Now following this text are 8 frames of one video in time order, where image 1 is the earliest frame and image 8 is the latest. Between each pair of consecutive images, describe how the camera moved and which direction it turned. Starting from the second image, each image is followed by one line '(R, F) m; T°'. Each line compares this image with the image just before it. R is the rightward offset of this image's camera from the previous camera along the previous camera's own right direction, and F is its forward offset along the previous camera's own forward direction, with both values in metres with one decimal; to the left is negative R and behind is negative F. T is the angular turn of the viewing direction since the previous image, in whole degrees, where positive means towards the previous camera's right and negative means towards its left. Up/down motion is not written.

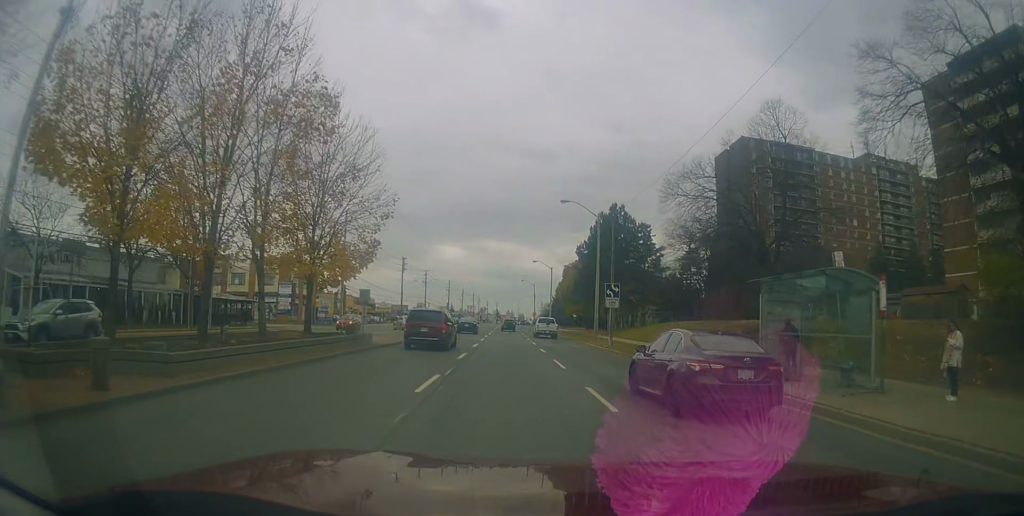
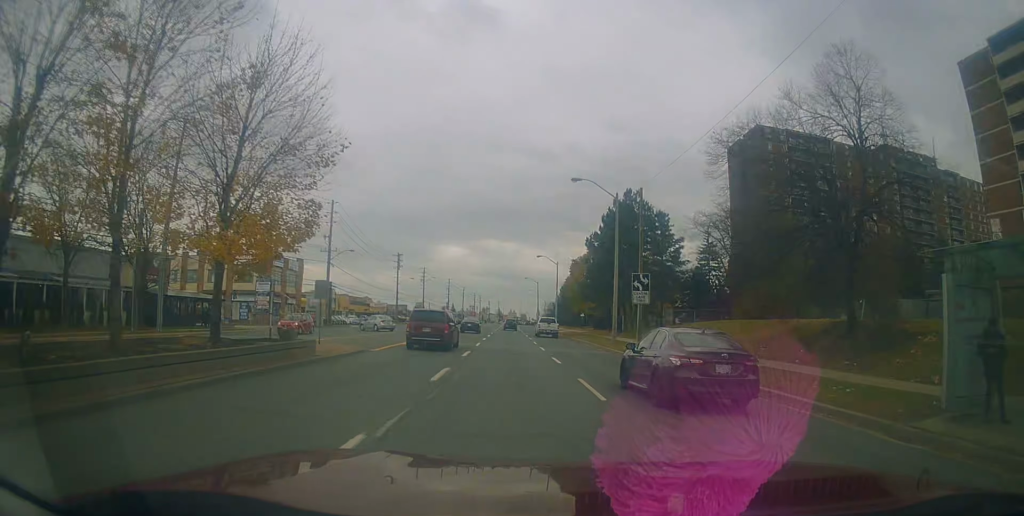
(+0.6, +7.6) m; 0°
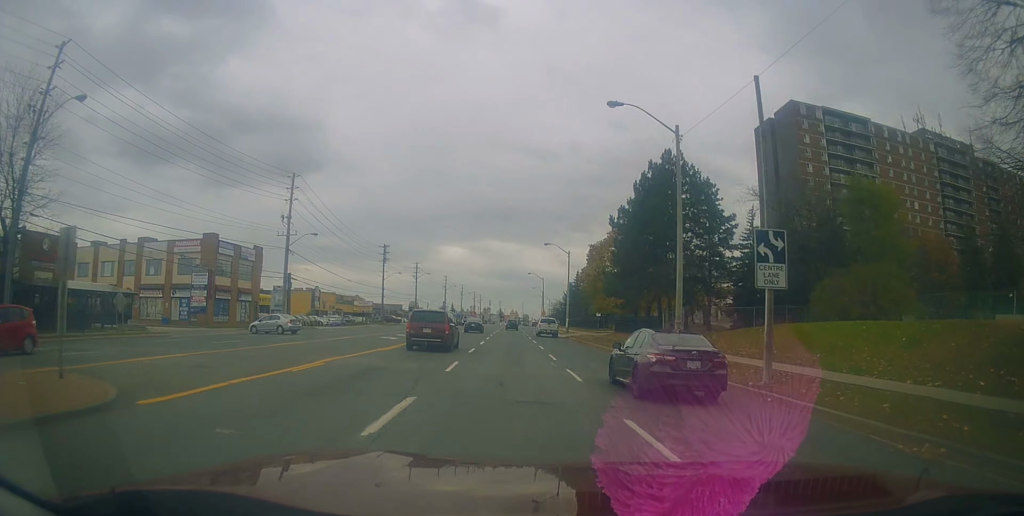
(-1.0, +15.2) m; 0°
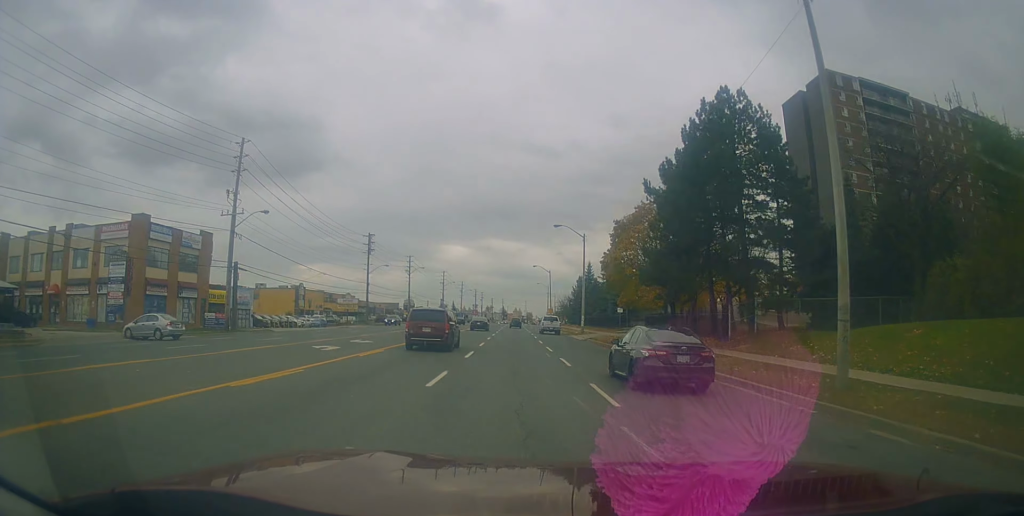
(+0.9, +13.2) m; +3°
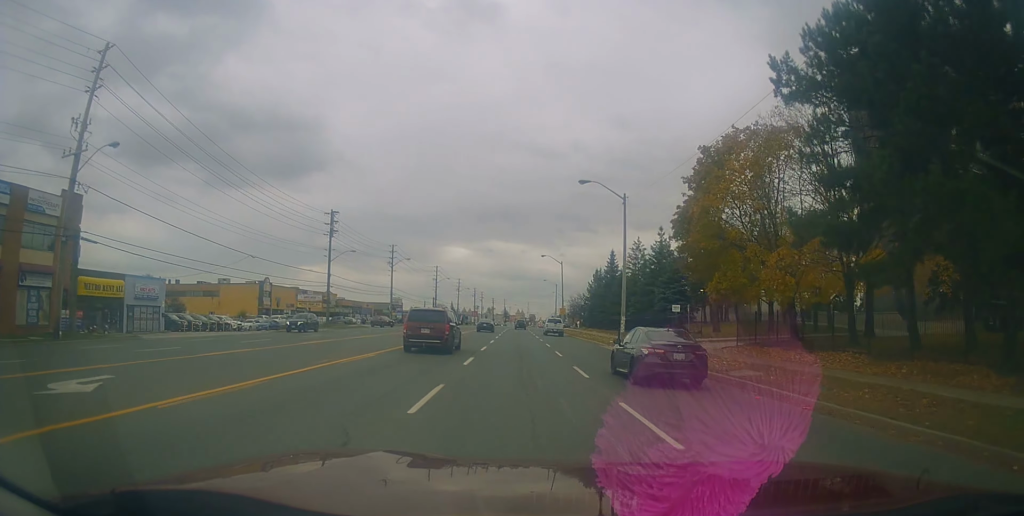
(-0.8, +21.0) m; -3°
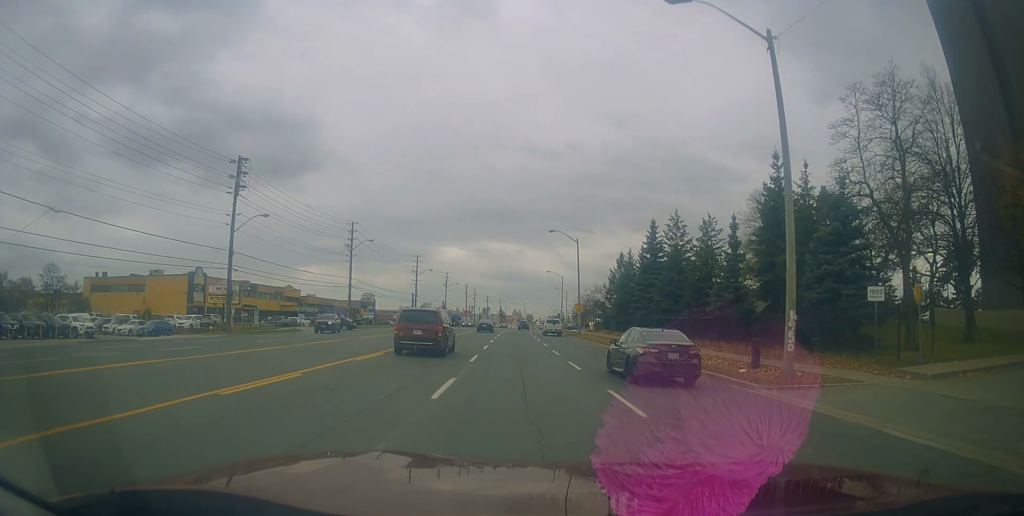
(+0.5, +25.4) m; +4°
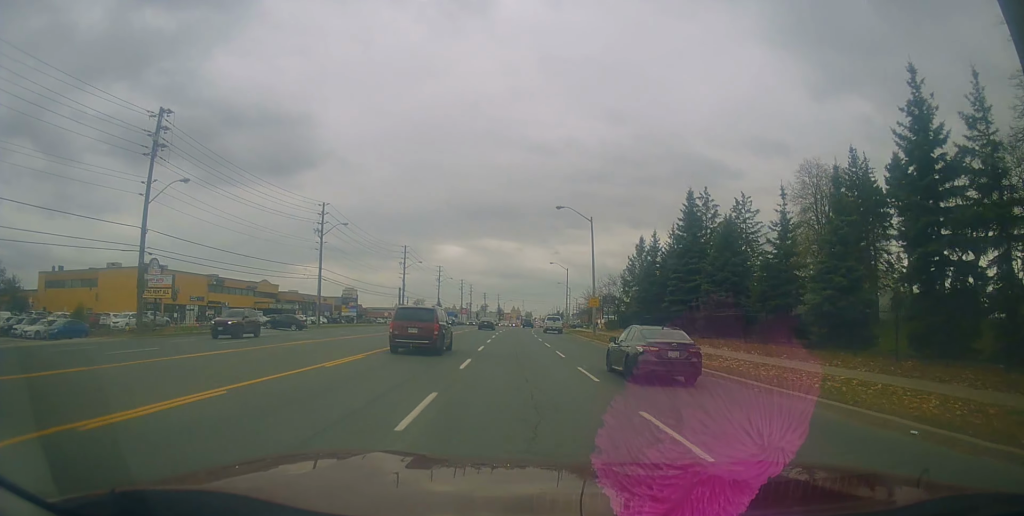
(+0.1, +12.3) m; -1°
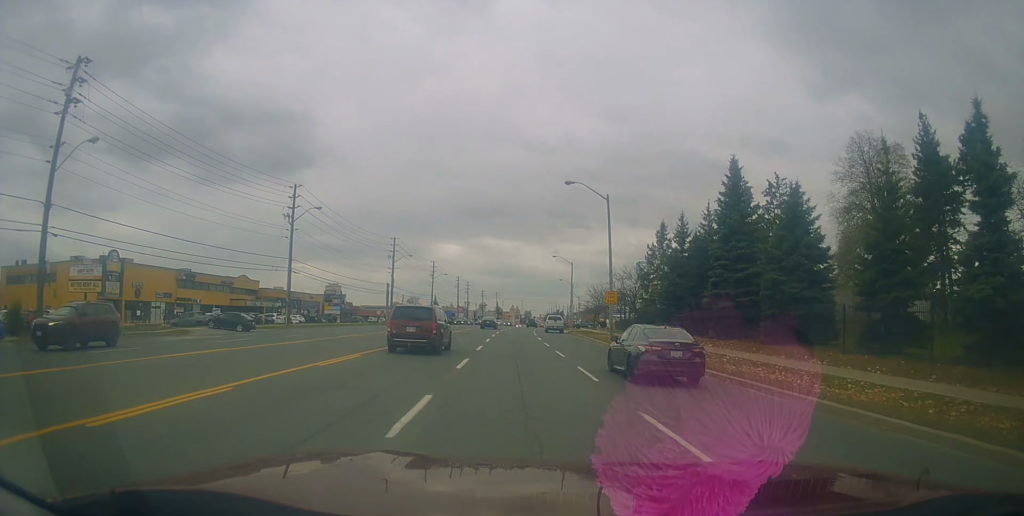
(-0.2, +9.2) m; -1°
